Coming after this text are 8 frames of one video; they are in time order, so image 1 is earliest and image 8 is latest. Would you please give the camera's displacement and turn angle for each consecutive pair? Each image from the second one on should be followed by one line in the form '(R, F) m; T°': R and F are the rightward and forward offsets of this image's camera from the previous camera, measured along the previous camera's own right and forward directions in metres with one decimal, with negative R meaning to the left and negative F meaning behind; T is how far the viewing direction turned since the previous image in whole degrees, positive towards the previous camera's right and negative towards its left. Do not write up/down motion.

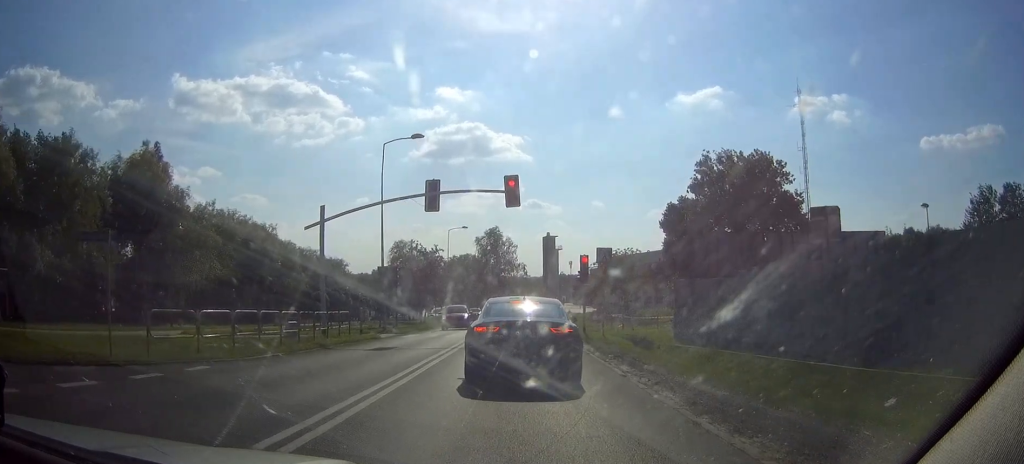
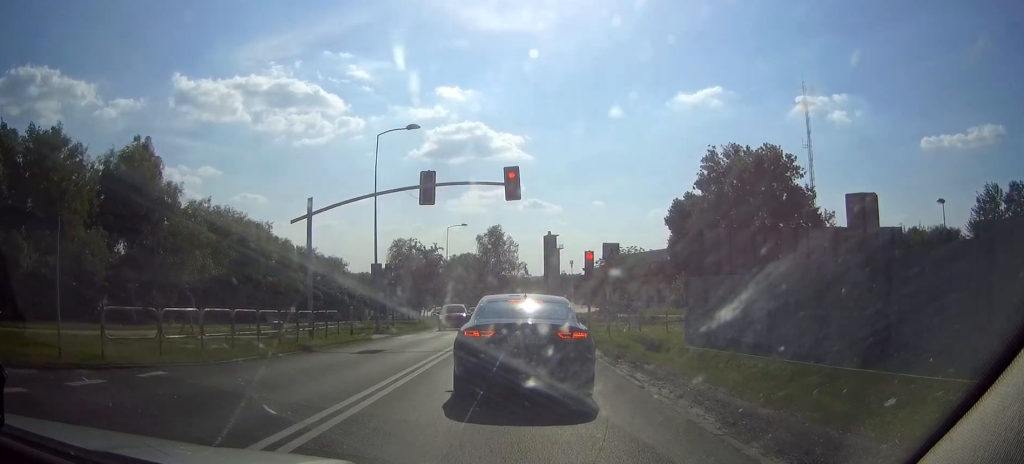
(0.0, +1.7) m; 0°
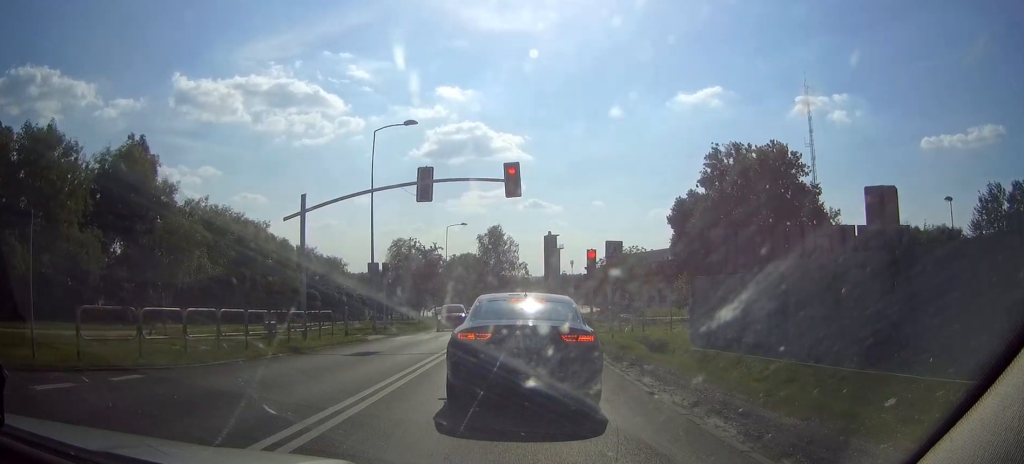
(0.0, +0.8) m; 0°
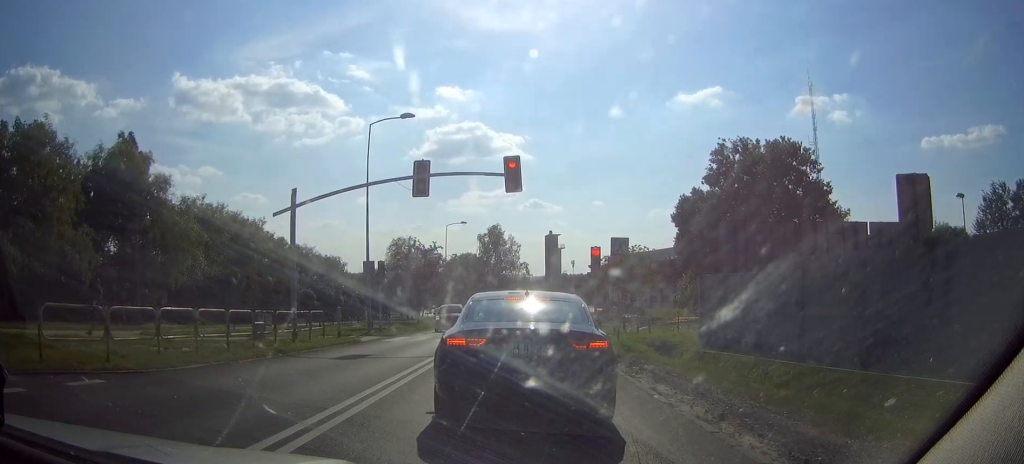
(+0.1, +1.3) m; 0°
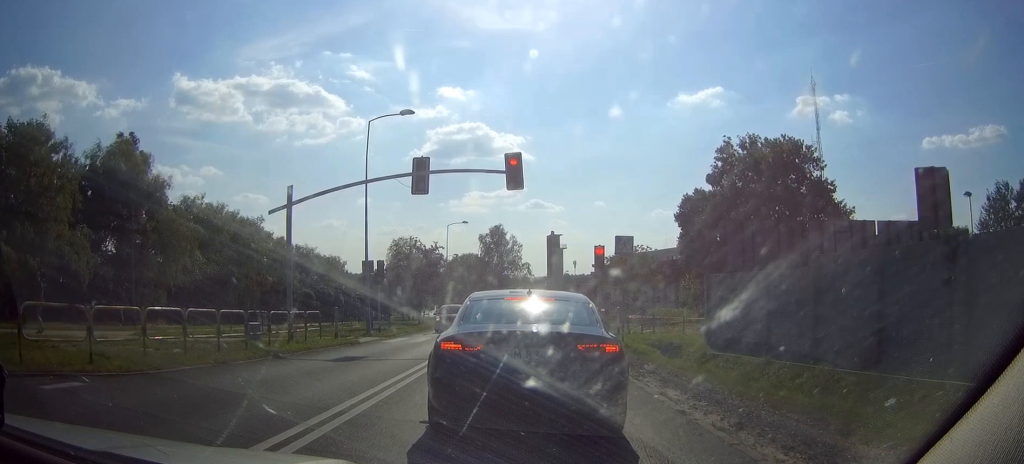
(+0.1, +0.6) m; 0°
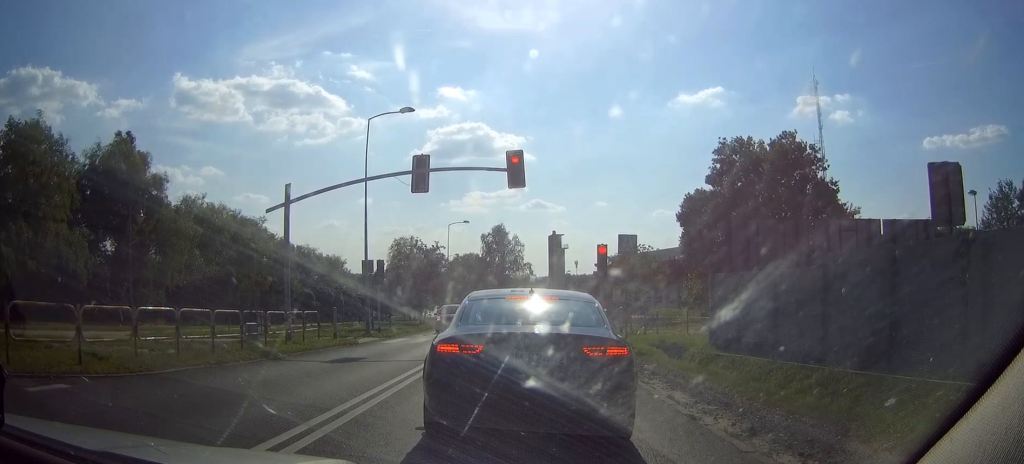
(0.0, +0.2) m; 0°
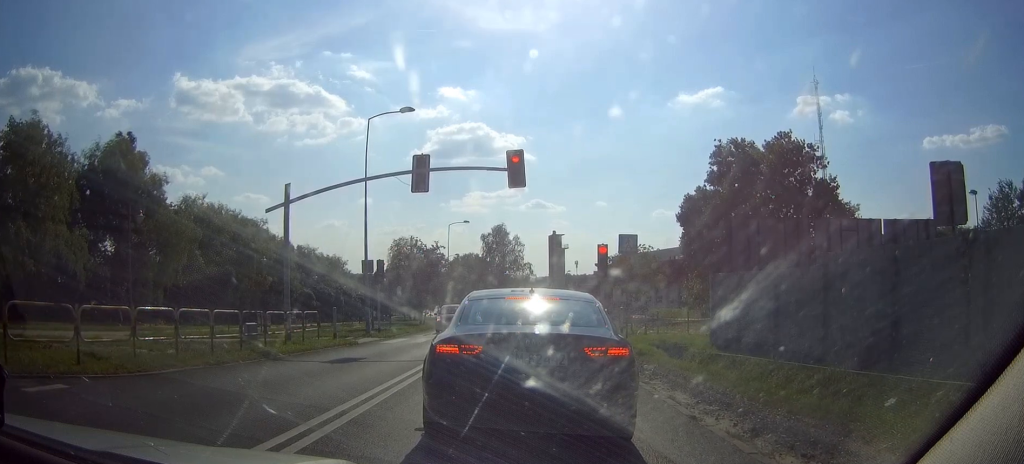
(0.0, 0.0) m; 0°
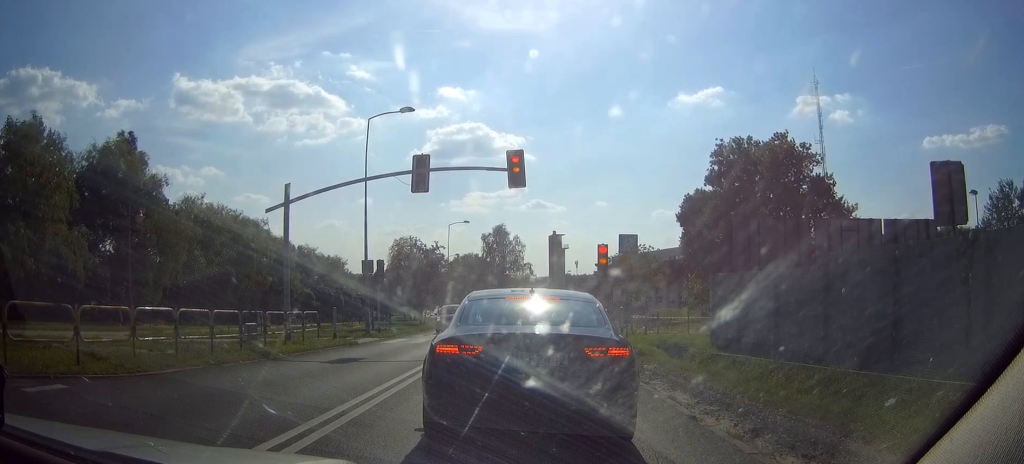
(0.0, 0.0) m; 0°
